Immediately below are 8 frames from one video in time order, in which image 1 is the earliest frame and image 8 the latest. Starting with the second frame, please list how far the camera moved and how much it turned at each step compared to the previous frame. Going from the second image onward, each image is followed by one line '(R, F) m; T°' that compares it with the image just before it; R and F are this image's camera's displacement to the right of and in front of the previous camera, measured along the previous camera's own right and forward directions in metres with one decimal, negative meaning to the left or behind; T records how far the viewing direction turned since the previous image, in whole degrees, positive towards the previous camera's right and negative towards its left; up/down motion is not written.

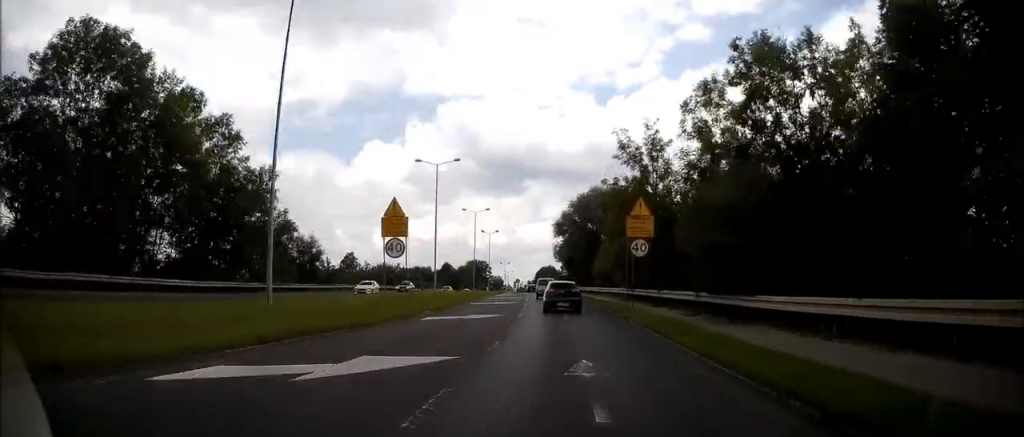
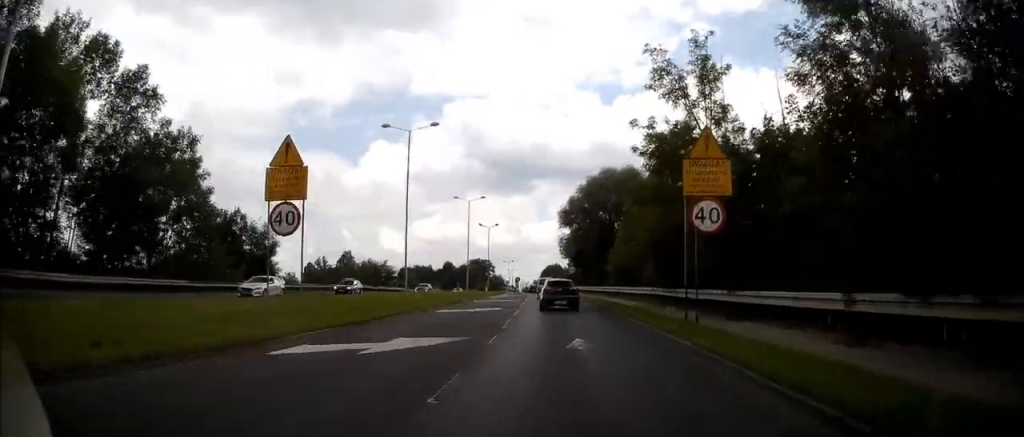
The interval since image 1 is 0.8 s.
(0.0, +11.7) m; 0°
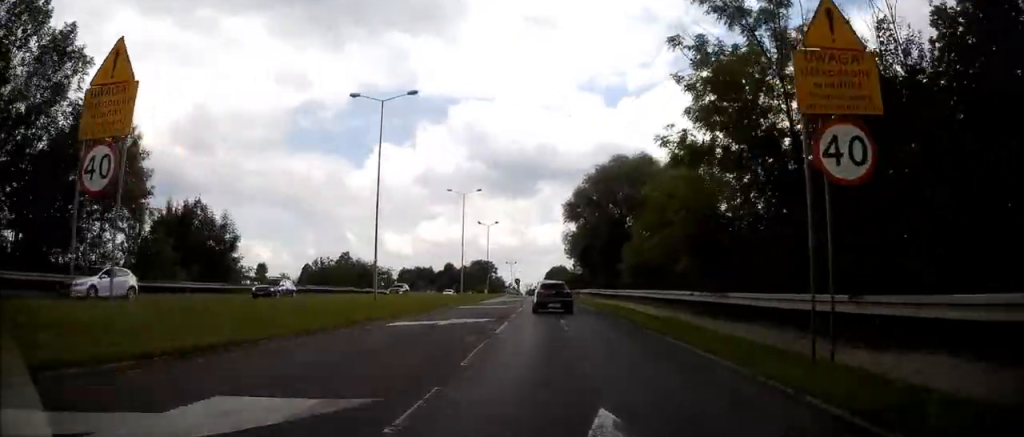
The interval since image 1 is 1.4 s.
(0.0, +7.4) m; 0°
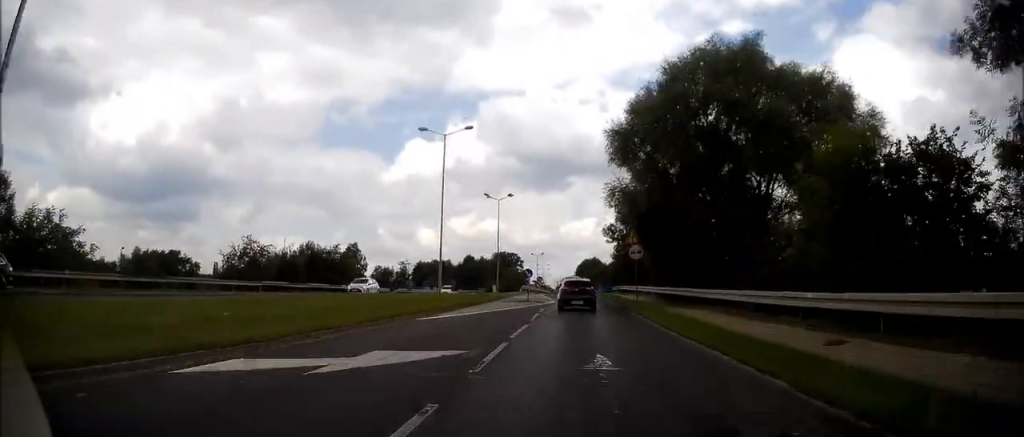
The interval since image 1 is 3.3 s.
(0.0, +26.3) m; 0°
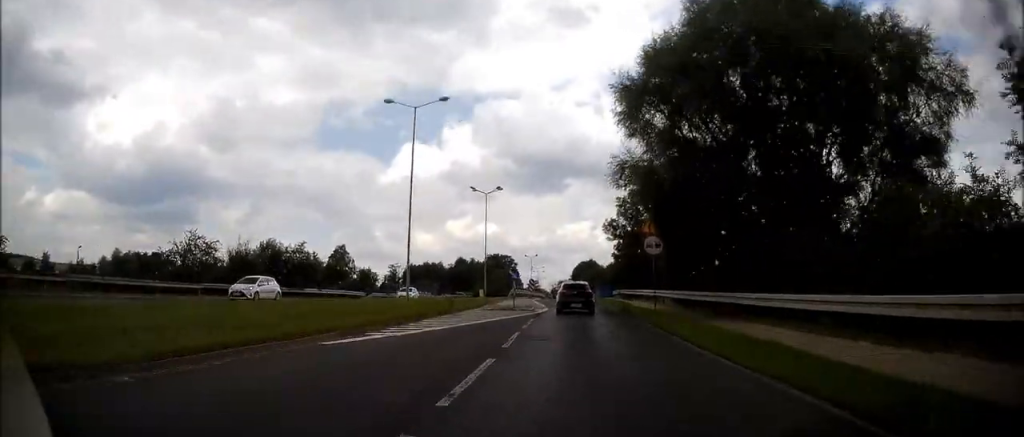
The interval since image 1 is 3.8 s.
(+0.1, +7.7) m; -1°
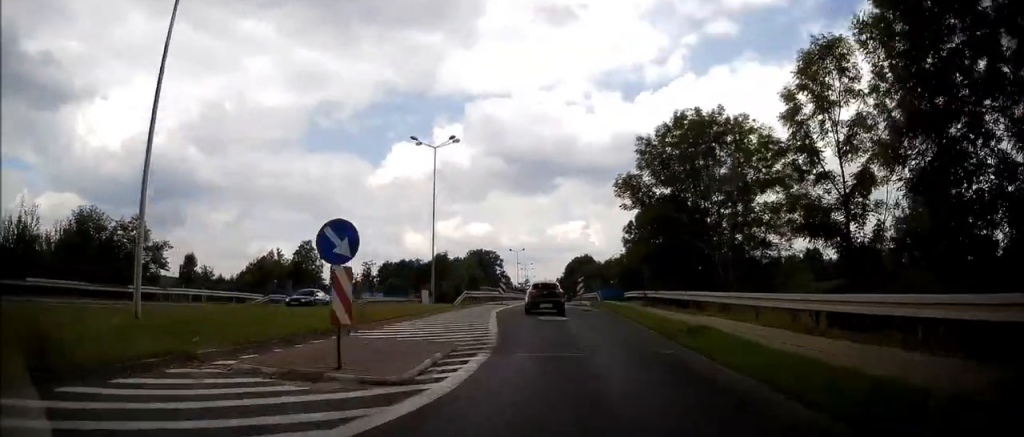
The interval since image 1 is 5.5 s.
(-0.5, +22.5) m; -1°
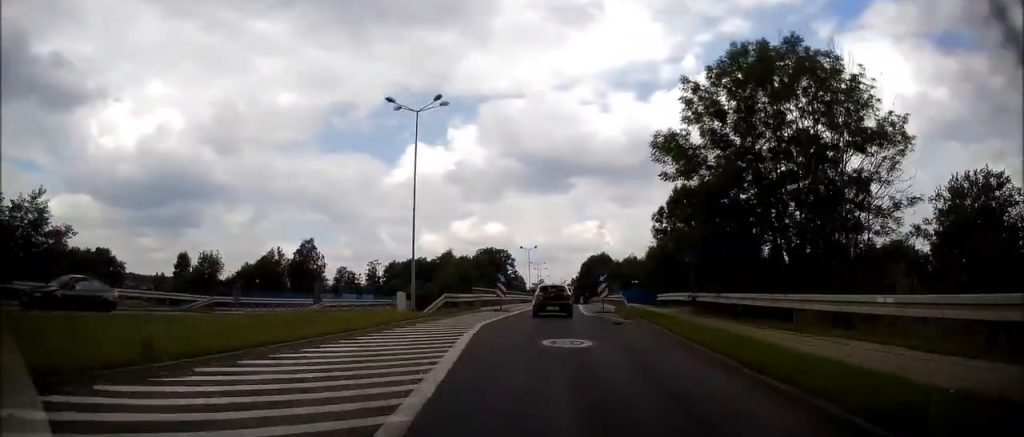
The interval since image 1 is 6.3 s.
(0.0, +9.5) m; 0°
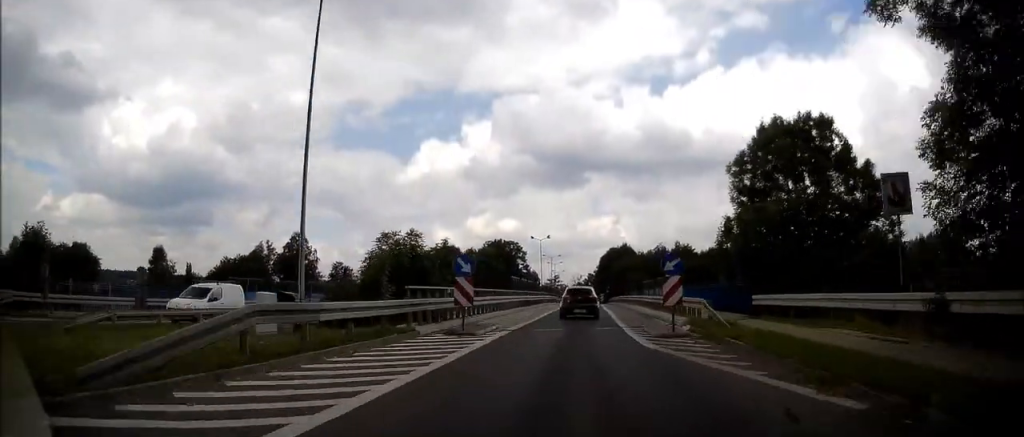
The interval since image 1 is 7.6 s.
(-0.1, +16.6) m; -1°
